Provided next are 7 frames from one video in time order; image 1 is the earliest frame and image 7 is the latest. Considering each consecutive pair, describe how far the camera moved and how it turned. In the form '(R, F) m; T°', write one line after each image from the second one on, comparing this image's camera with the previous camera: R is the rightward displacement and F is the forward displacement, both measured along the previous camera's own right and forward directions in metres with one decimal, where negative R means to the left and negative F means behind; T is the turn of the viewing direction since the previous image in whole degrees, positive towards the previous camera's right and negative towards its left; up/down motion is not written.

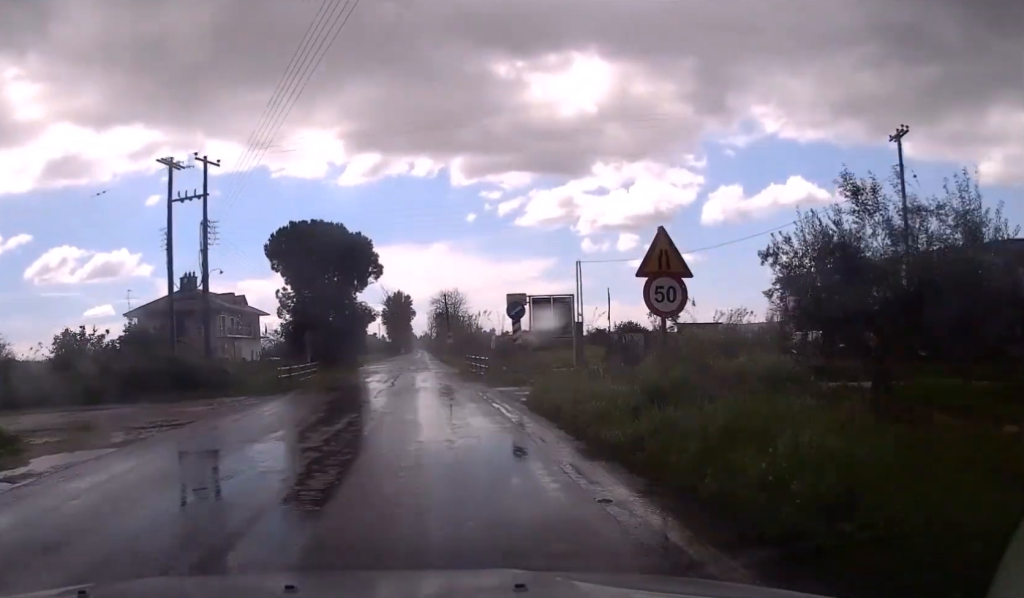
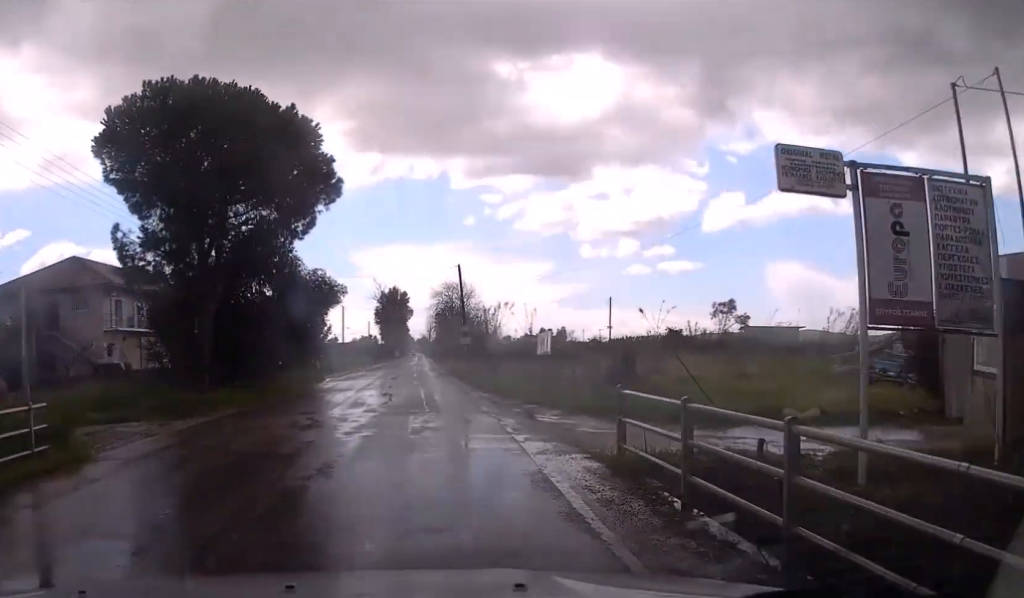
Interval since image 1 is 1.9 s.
(+0.3, +29.6) m; 0°
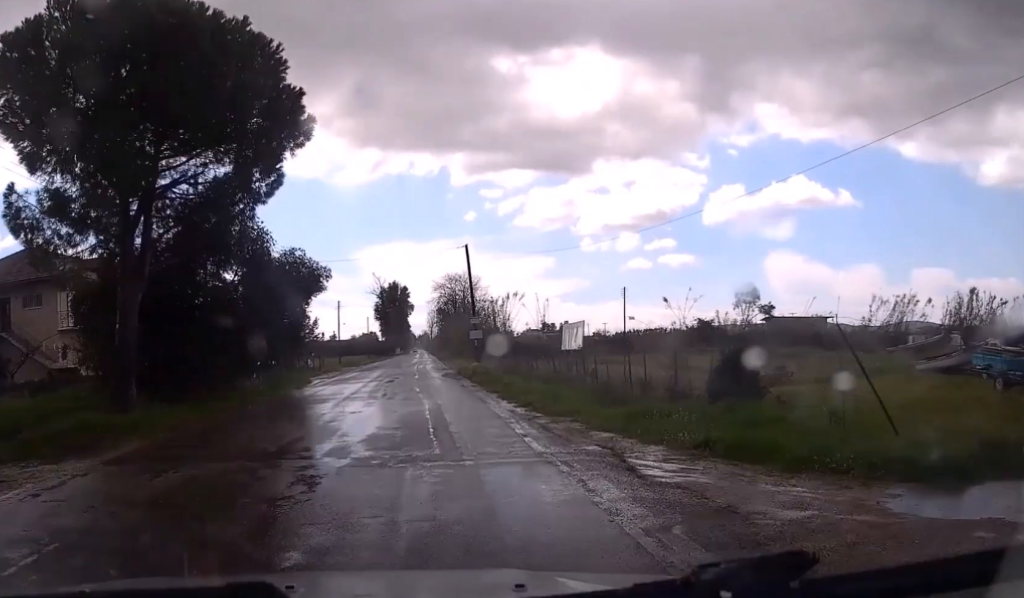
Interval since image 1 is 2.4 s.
(-0.1, +7.3) m; 0°
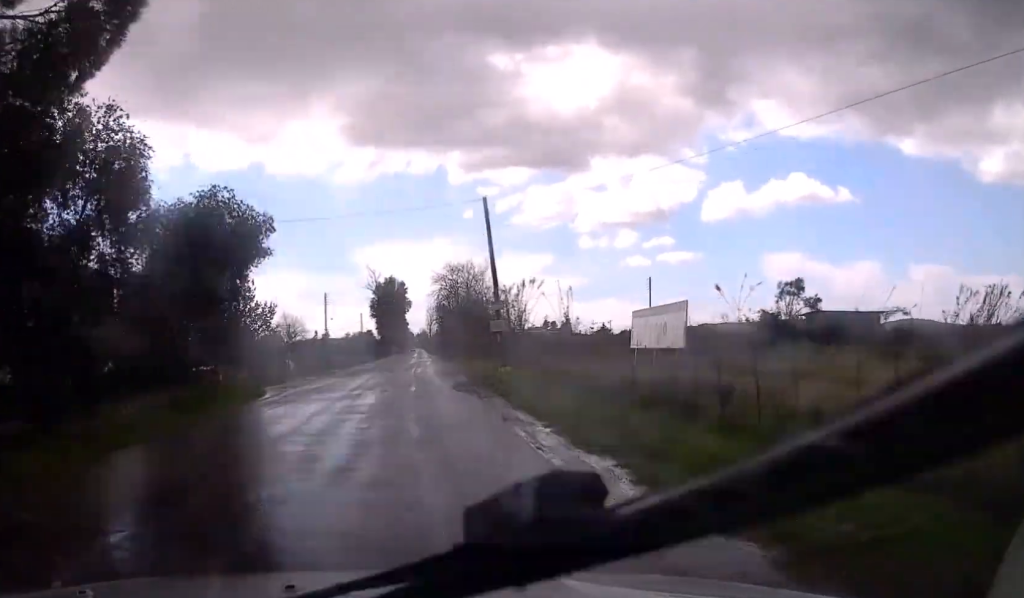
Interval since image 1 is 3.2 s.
(-0.1, +12.5) m; 0°
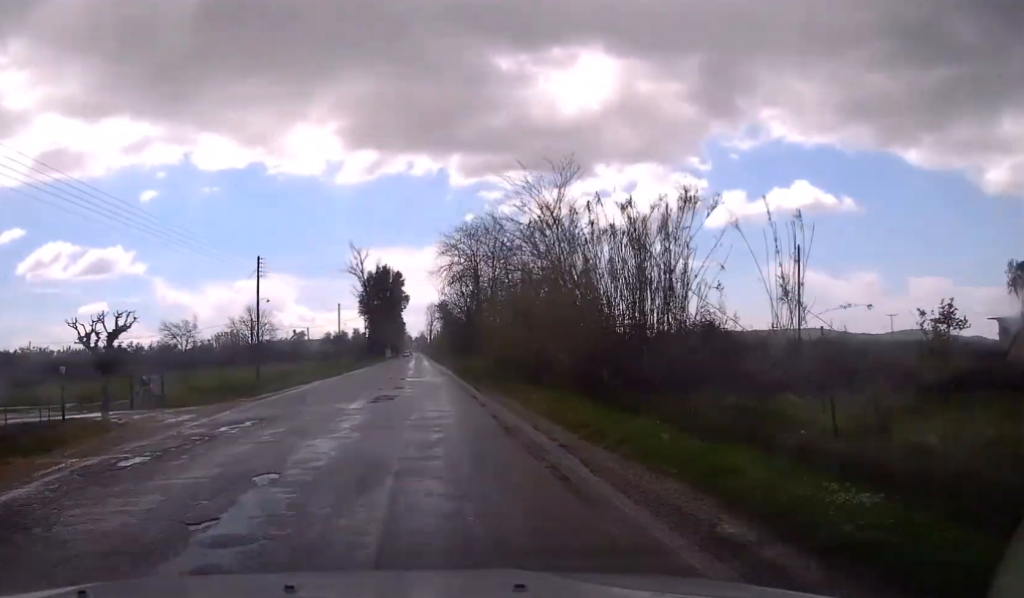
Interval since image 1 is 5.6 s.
(+0.2, +38.0) m; 0°
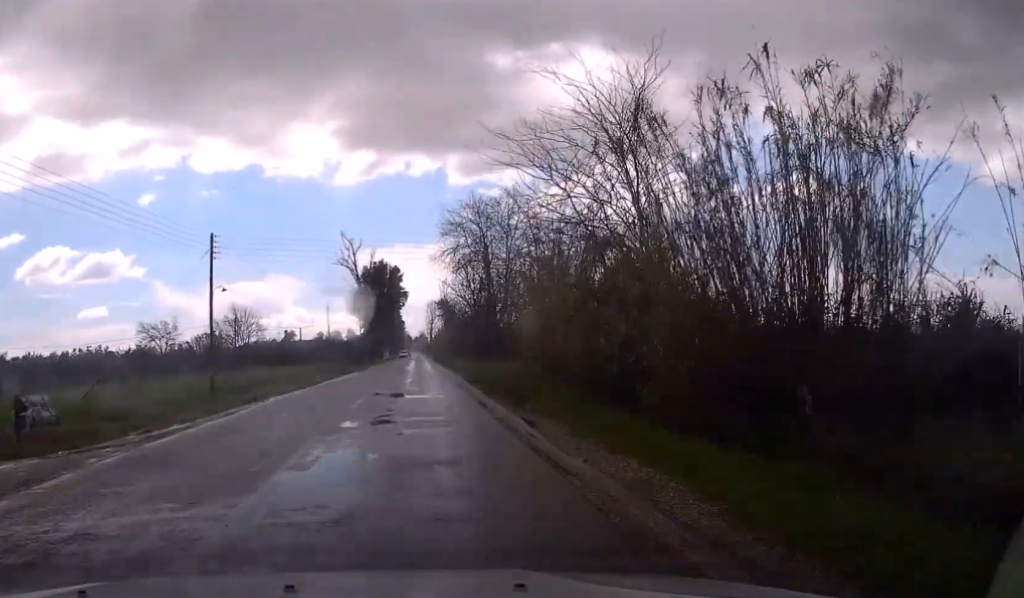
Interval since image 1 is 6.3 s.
(0.0, +11.7) m; 0°
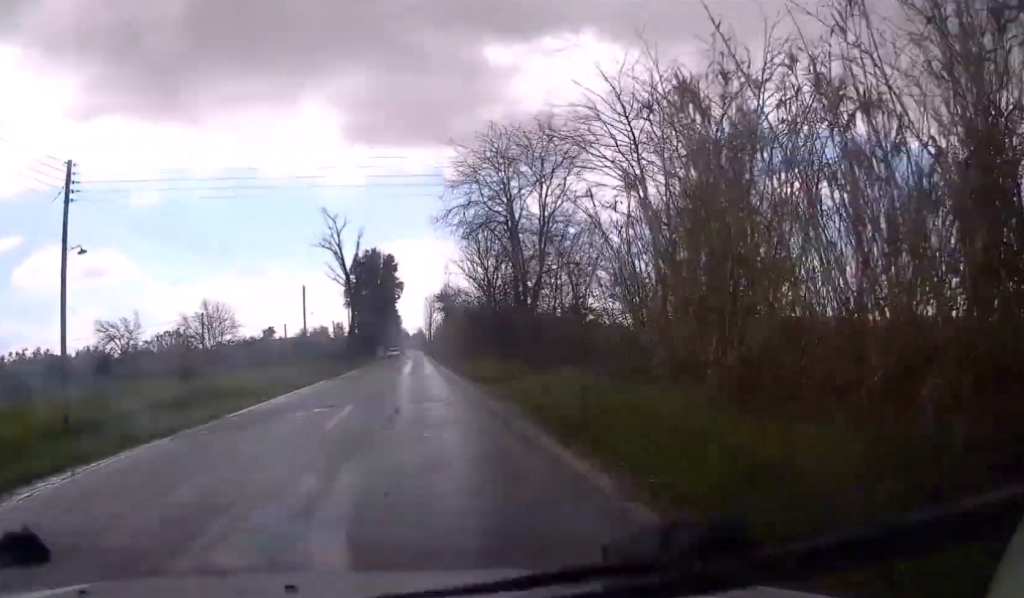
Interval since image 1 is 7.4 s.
(0.0, +17.6) m; 0°
